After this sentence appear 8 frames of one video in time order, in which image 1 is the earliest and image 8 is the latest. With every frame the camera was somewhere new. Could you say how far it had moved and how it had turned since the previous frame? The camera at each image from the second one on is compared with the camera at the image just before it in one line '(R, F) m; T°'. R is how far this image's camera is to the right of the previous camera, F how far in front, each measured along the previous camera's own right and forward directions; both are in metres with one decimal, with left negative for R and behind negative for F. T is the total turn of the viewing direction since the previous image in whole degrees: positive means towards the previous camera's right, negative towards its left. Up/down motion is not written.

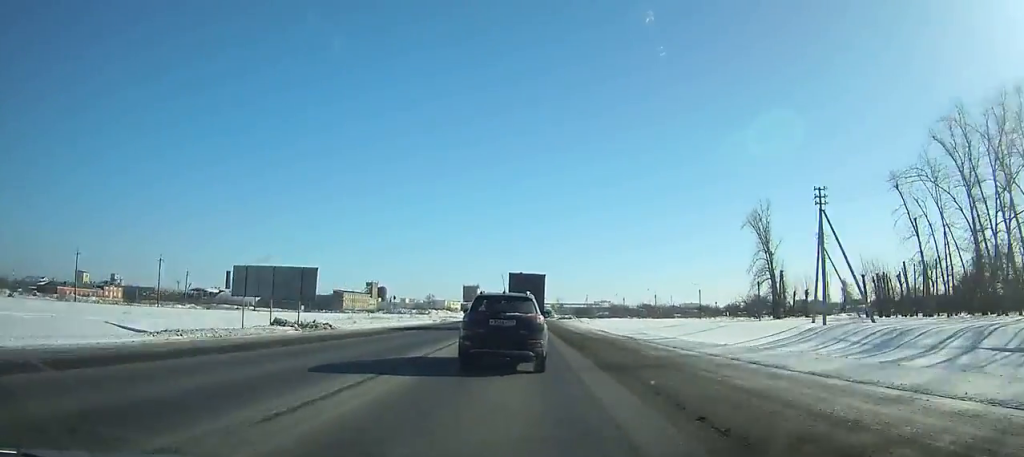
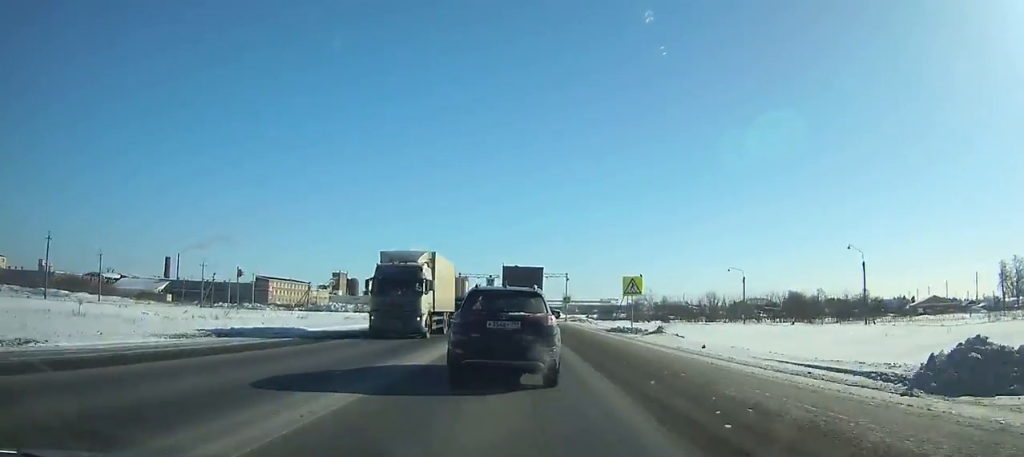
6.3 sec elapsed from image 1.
(-0.5, +100.1) m; 0°
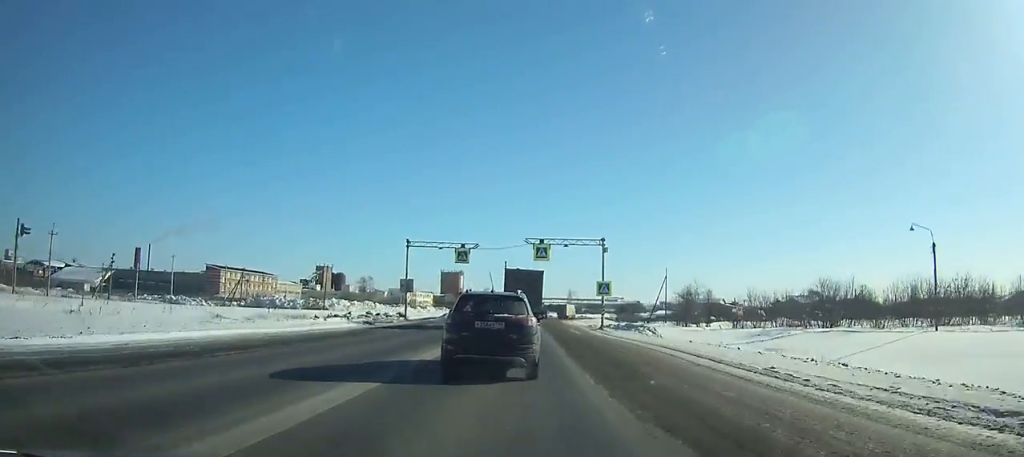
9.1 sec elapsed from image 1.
(+0.1, +43.3) m; +1°
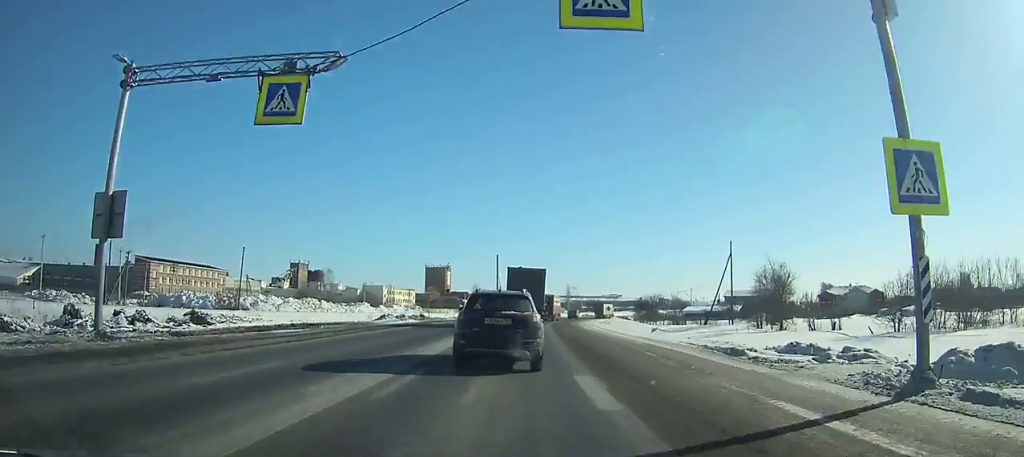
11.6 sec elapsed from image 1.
(+0.1, +38.6) m; +1°
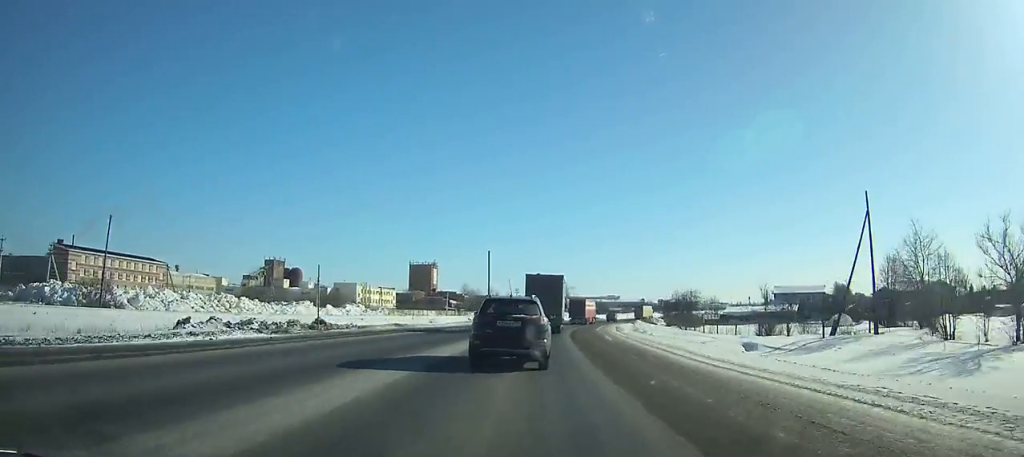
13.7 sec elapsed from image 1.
(+0.1, +32.8) m; +1°
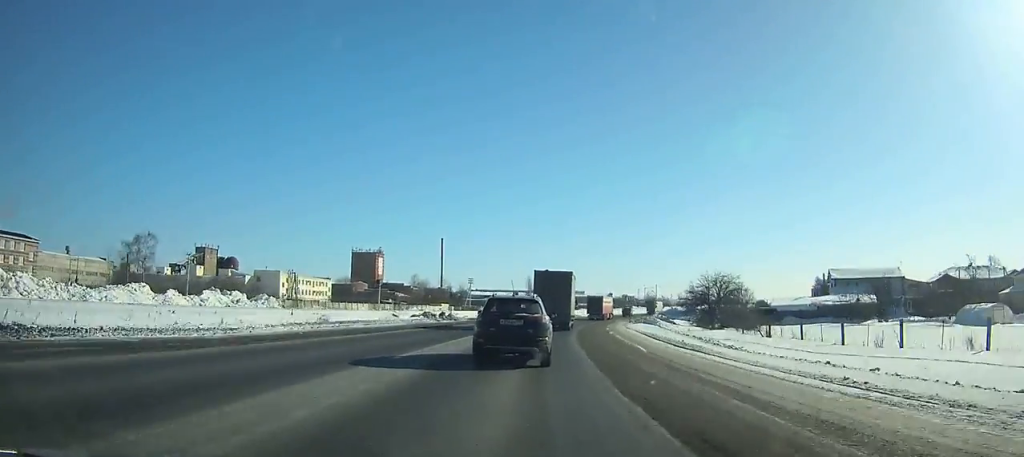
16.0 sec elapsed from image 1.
(+0.7, +36.5) m; +3°
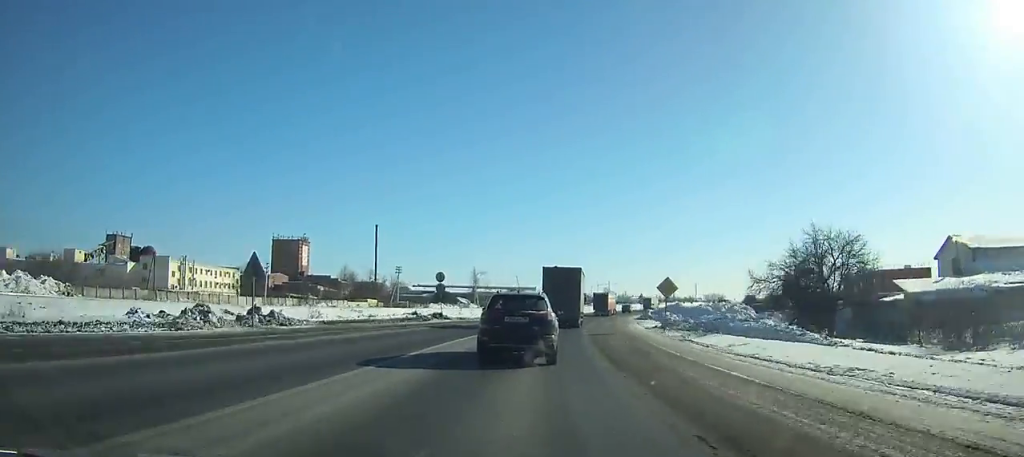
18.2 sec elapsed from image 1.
(+1.2, +35.2) m; +4°
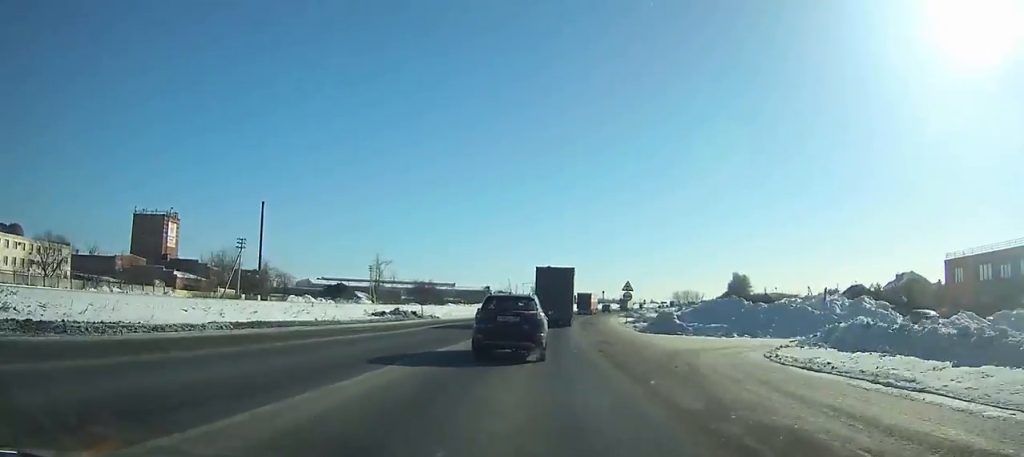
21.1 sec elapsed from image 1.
(+2.8, +47.0) m; +7°
